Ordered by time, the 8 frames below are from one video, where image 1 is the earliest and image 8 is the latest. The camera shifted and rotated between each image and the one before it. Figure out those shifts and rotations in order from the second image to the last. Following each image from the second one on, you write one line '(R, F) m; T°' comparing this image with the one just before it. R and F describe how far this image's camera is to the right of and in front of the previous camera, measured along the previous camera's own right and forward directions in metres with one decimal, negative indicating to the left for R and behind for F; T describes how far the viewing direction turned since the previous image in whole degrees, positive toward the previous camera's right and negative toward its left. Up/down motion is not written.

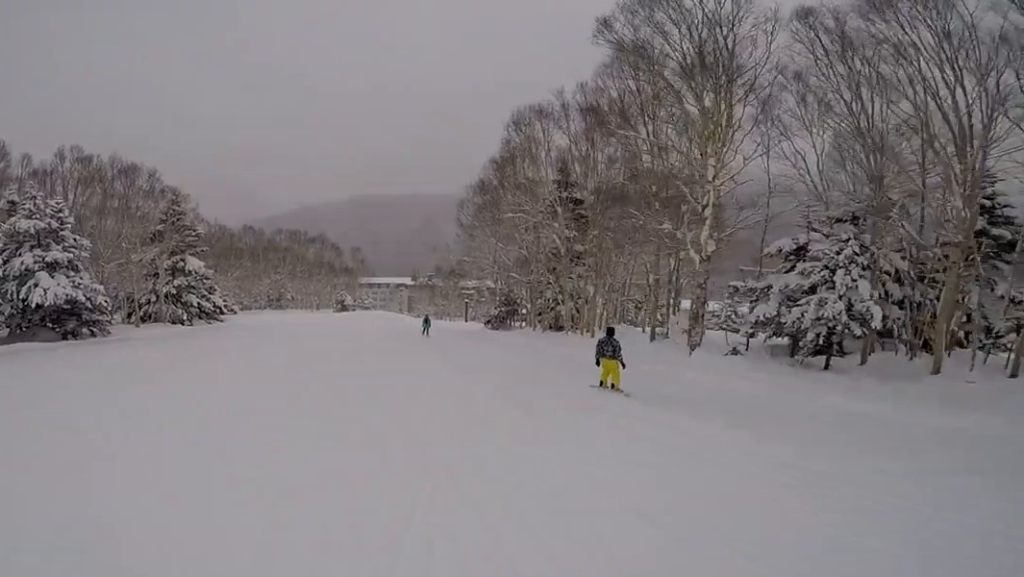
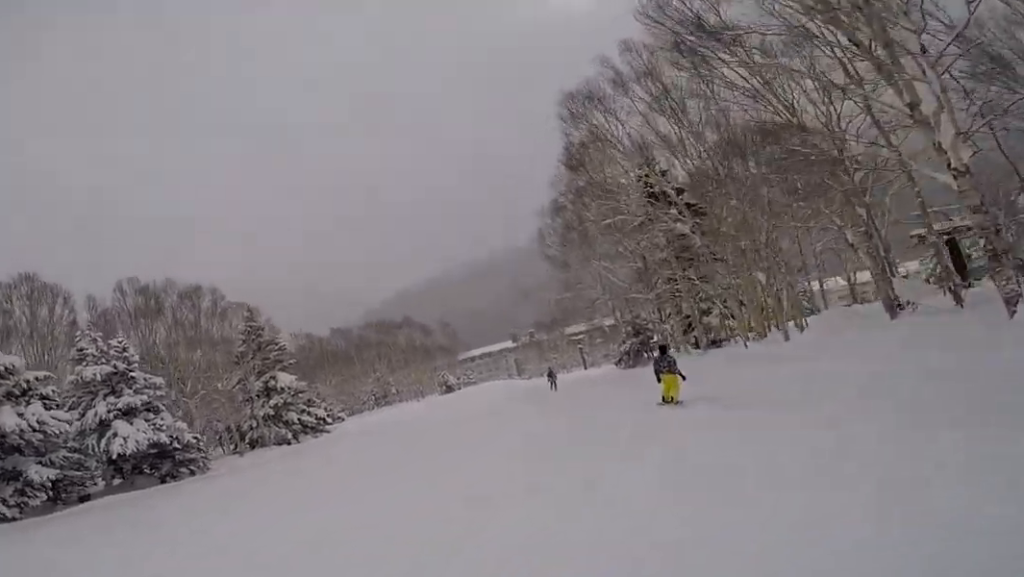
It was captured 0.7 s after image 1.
(-0.2, +5.1) m; +5°
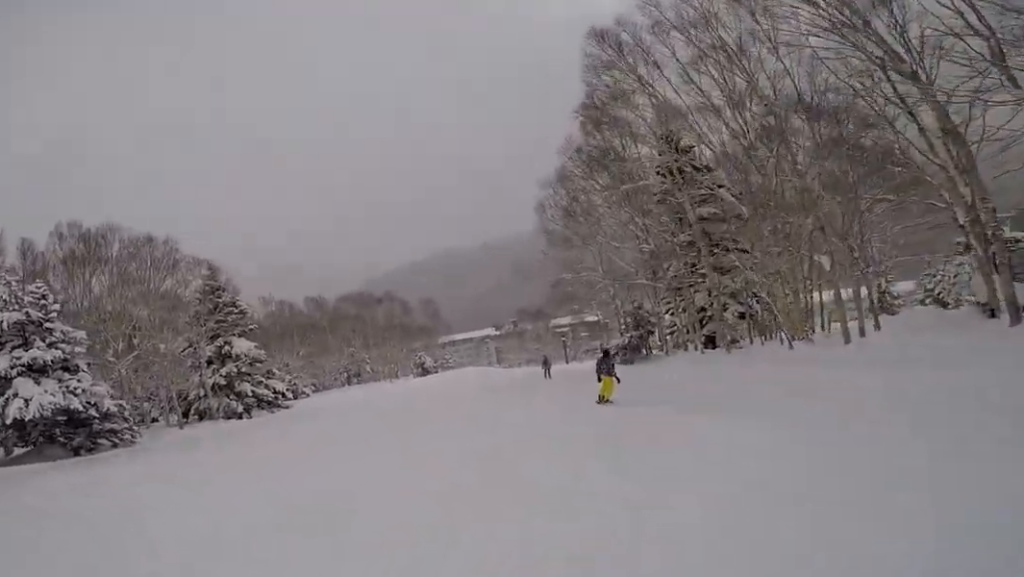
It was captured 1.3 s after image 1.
(+0.5, +4.3) m; +10°
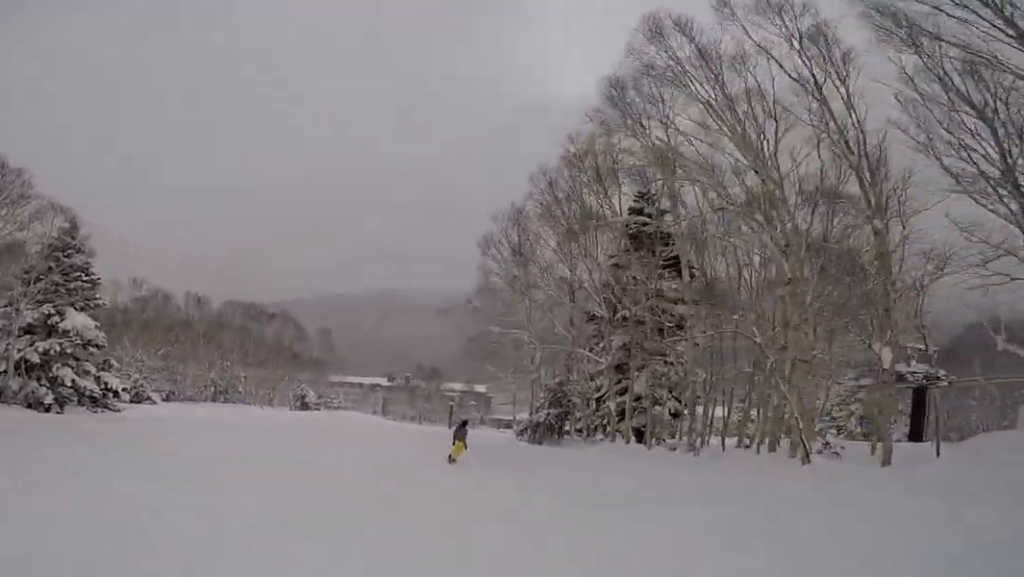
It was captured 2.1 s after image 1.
(+0.7, +6.1) m; -2°
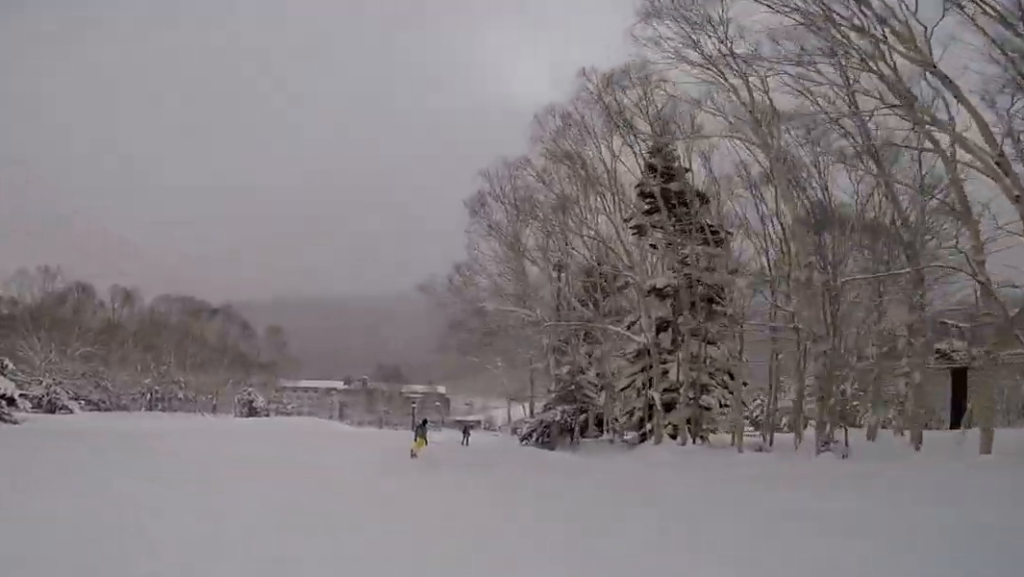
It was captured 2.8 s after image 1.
(-0.3, +5.7) m; -3°
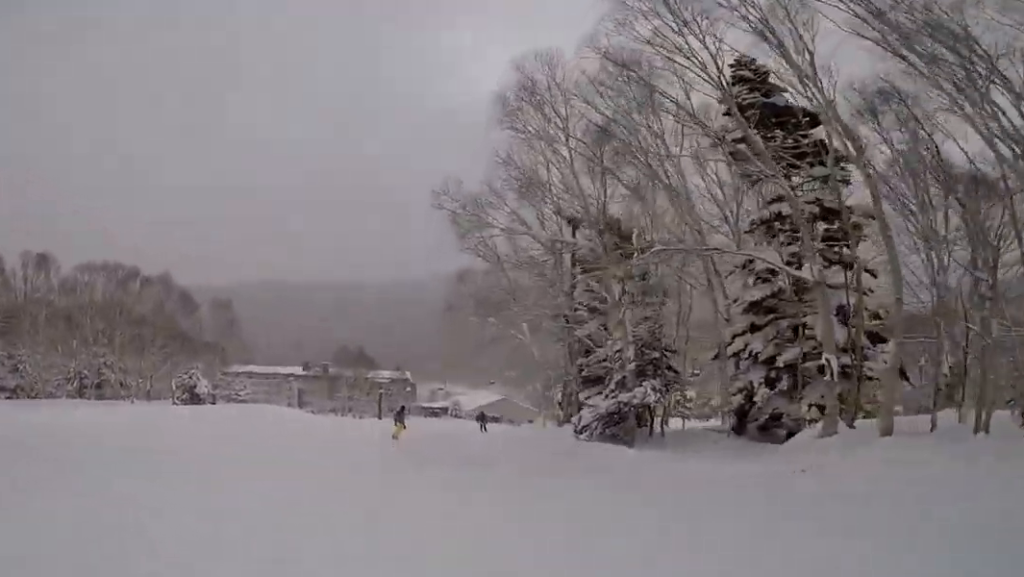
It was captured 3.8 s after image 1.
(-0.6, +7.3) m; +7°
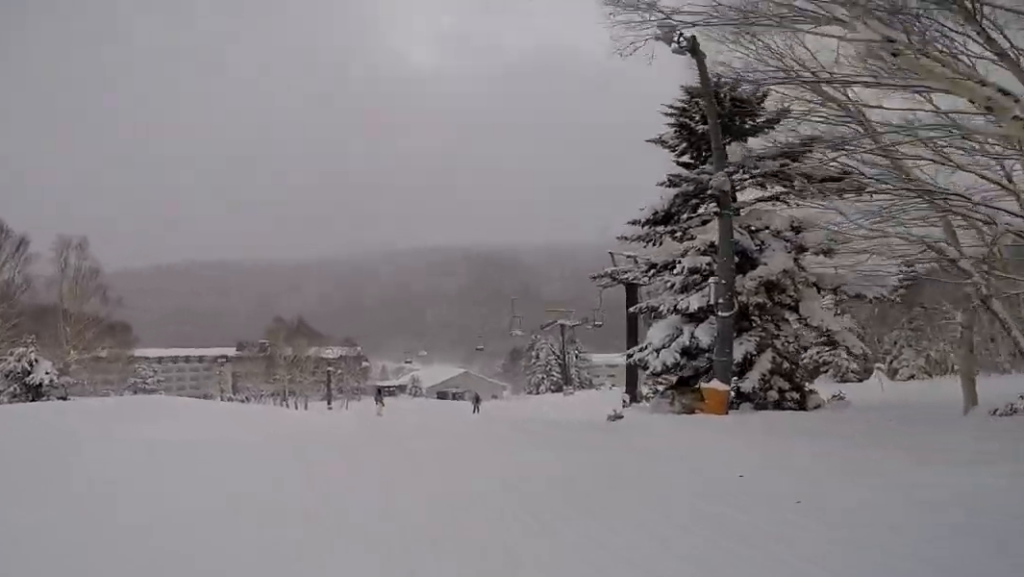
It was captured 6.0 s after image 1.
(+3.9, +15.6) m; +15°
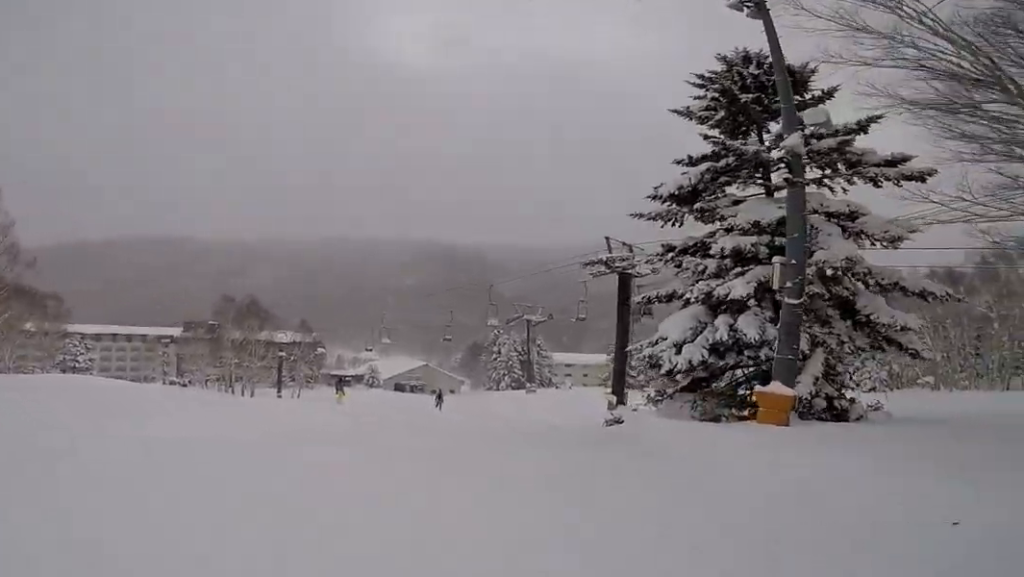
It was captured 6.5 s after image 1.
(-0.3, +3.9) m; +1°
